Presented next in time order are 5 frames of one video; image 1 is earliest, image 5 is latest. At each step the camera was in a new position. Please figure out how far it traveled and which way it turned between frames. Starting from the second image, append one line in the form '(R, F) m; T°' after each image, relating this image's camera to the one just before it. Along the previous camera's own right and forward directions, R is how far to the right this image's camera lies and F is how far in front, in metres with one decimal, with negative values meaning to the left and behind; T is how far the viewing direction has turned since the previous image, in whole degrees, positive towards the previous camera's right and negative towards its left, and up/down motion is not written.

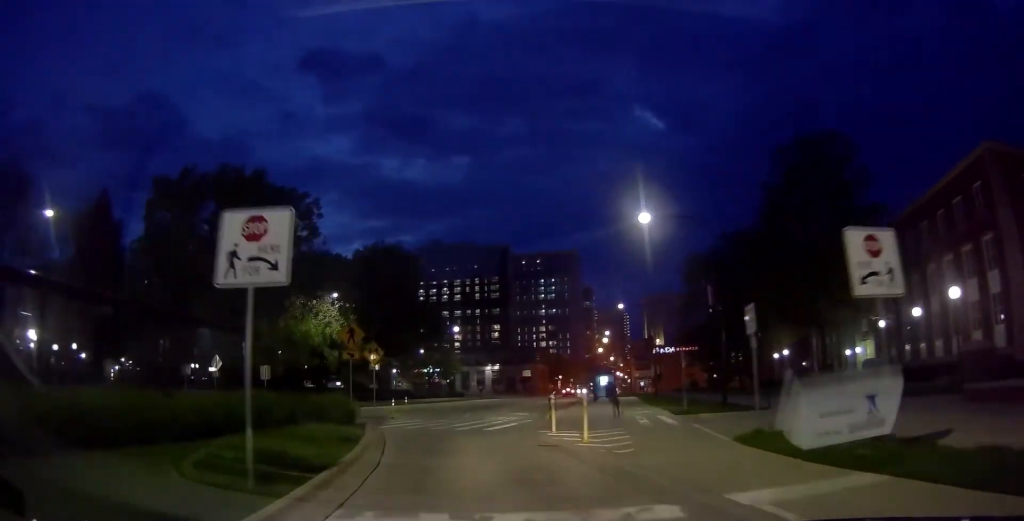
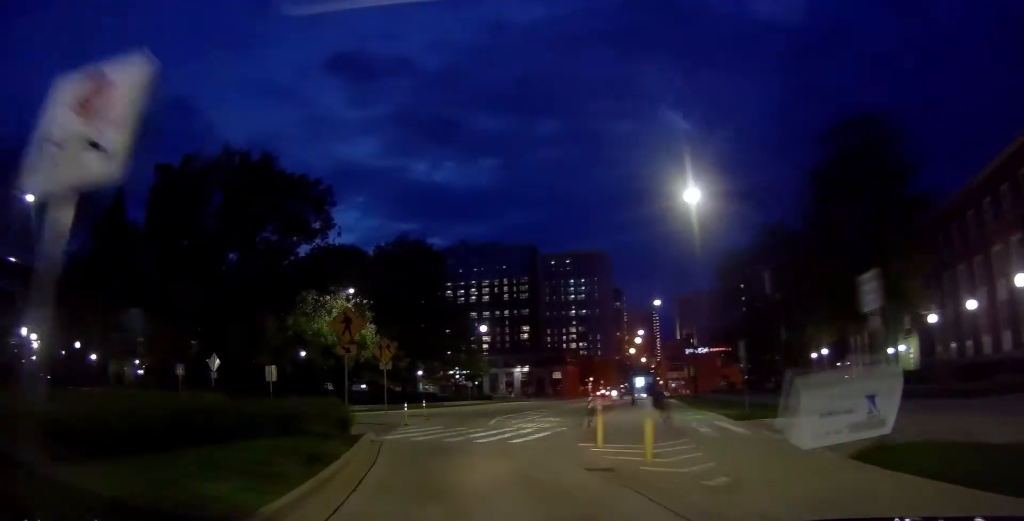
(0.0, +3.9) m; -1°
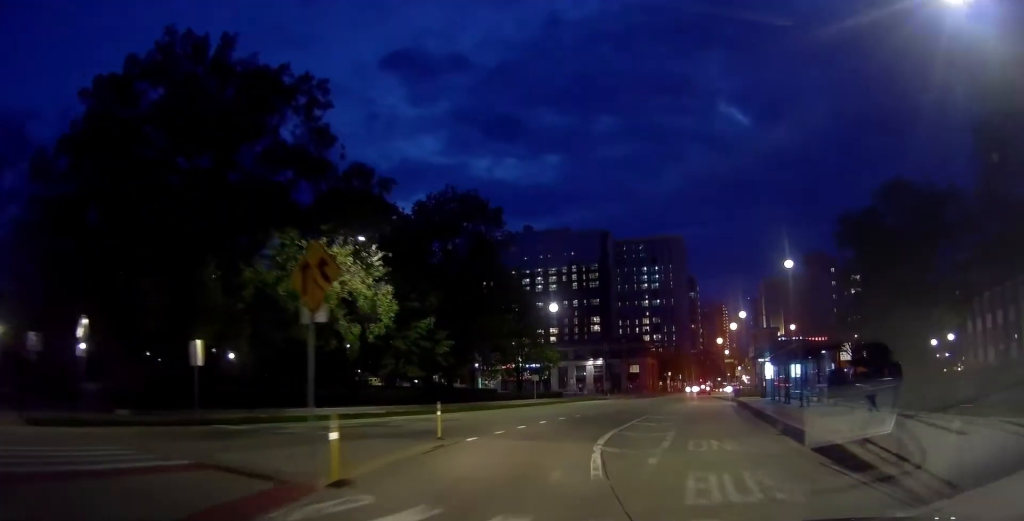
(-1.0, +16.1) m; -6°
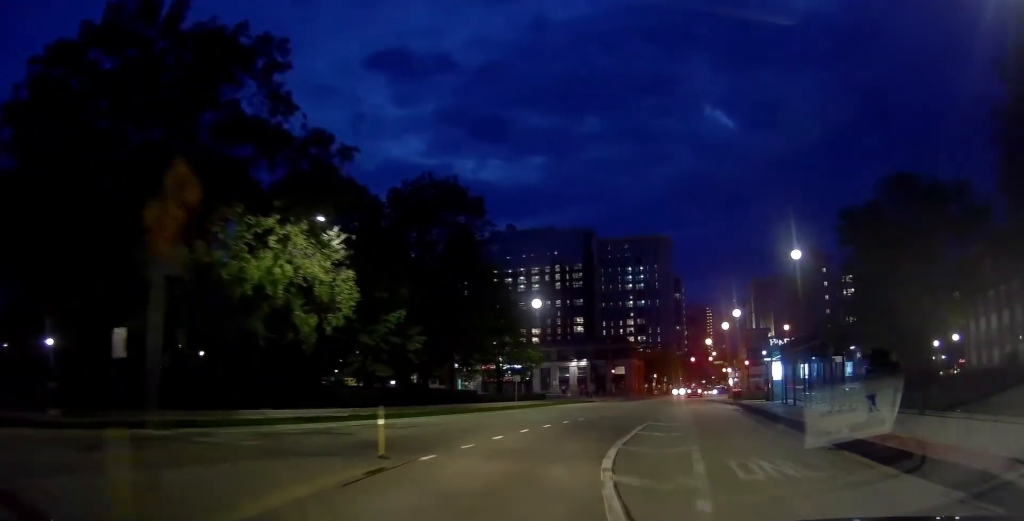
(0.0, +4.2) m; +1°
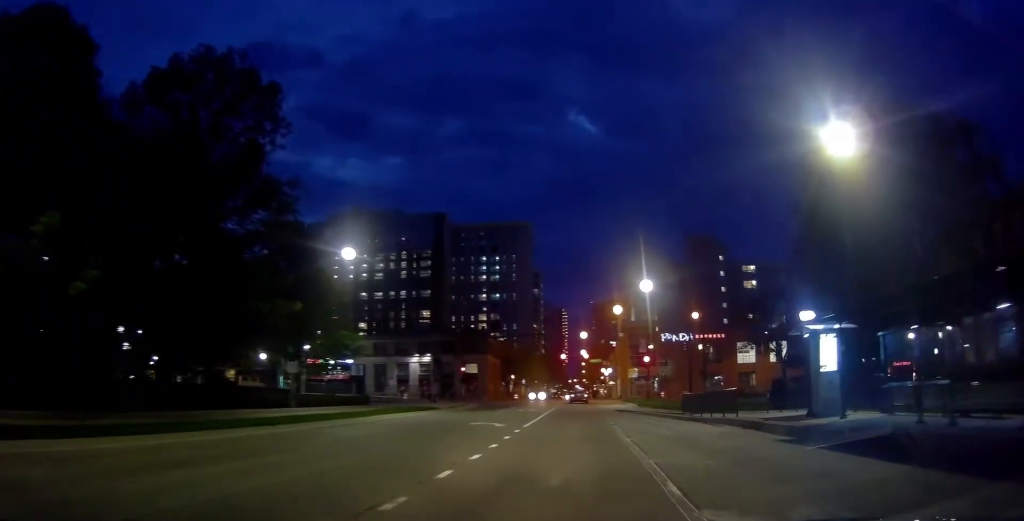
(+2.1, +21.1) m; +16°
